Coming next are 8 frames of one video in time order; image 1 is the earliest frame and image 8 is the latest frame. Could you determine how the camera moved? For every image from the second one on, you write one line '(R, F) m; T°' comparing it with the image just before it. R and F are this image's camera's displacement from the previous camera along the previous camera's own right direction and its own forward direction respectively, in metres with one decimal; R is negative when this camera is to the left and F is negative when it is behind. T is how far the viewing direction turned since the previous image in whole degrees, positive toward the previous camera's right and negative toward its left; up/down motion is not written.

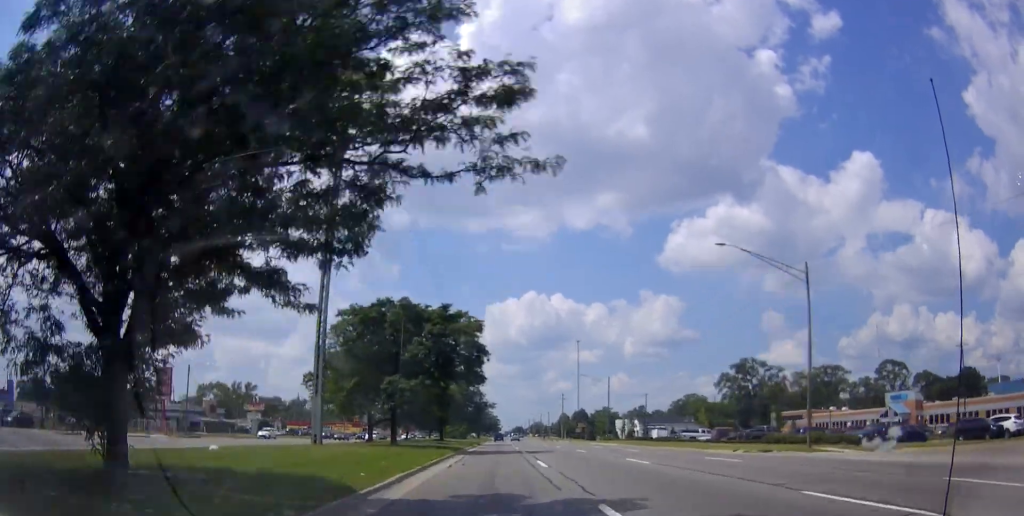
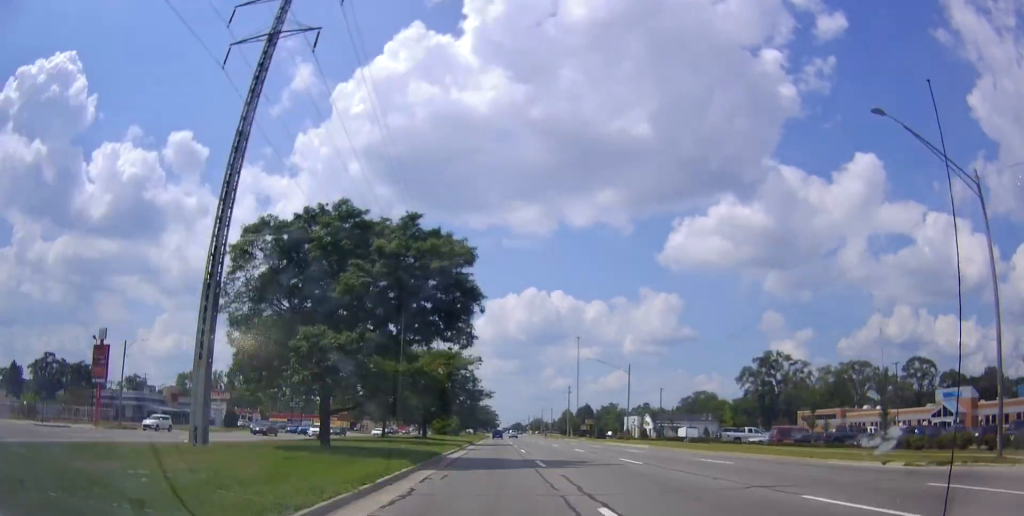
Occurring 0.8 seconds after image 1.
(-0.2, +15.3) m; -1°
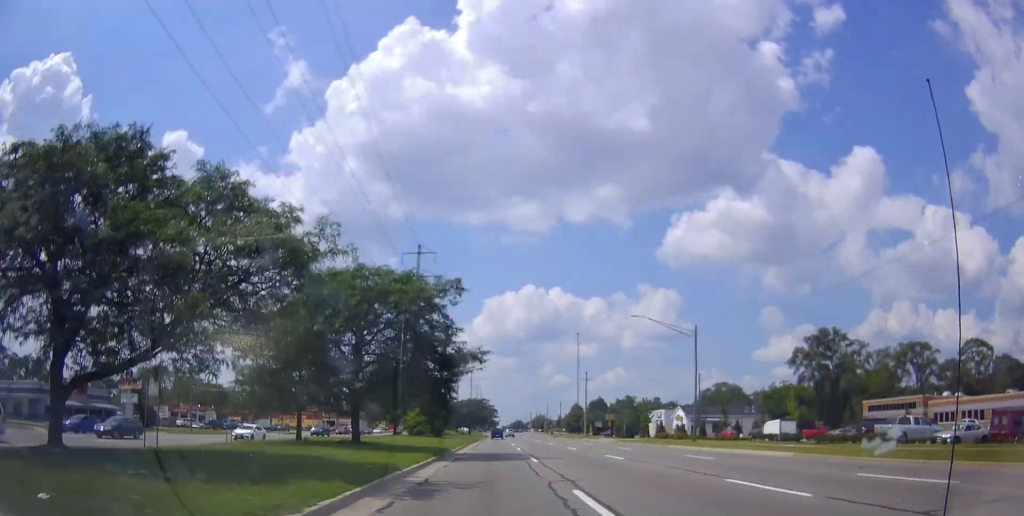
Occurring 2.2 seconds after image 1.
(0.0, +27.9) m; +1°
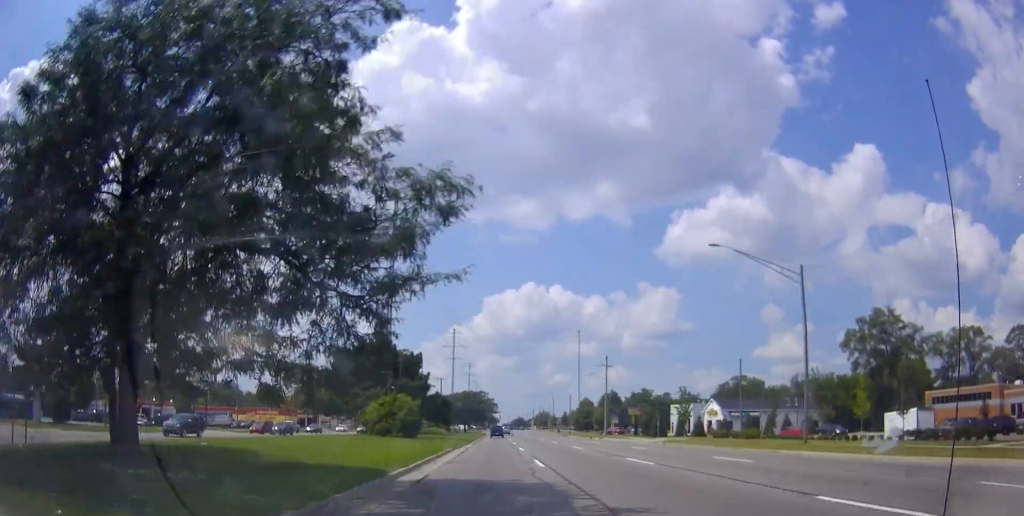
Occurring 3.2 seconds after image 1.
(+0.4, +19.8) m; +2°
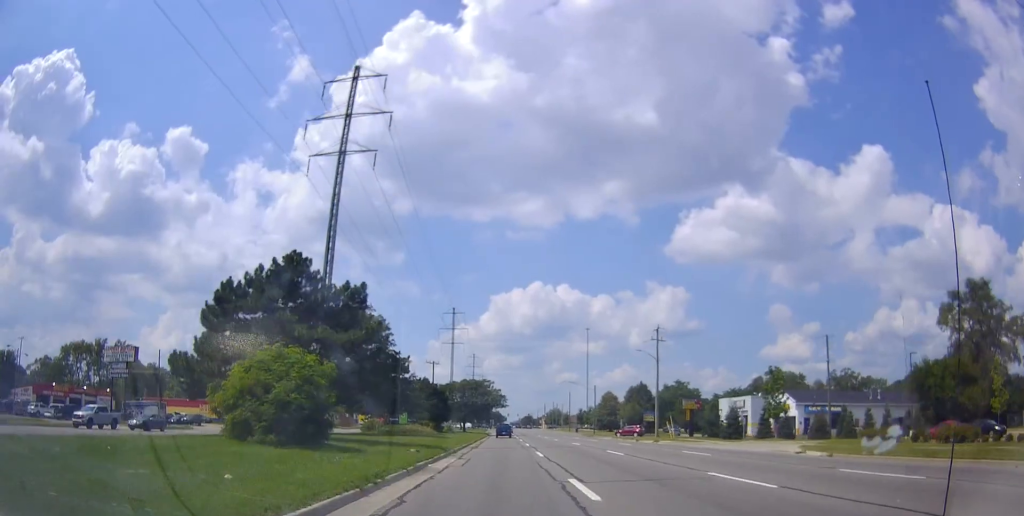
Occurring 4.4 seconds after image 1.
(+0.2, +25.0) m; -1°
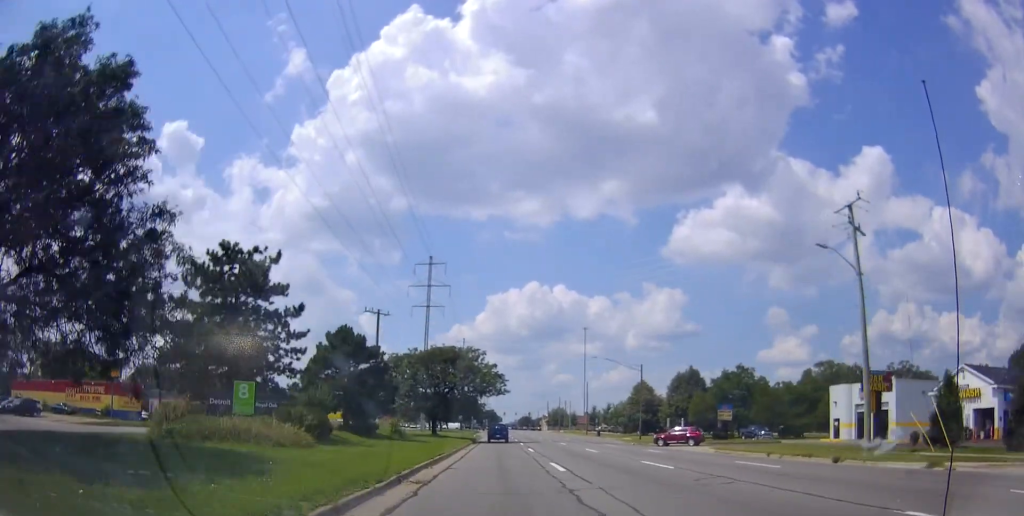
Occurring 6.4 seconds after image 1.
(-1.1, +38.7) m; -2°
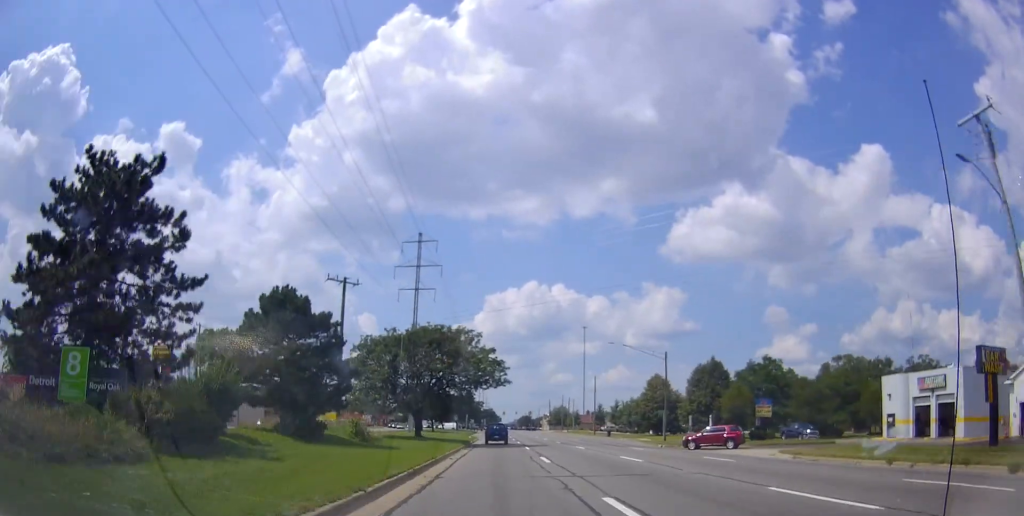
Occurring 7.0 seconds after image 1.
(0.0, +10.8) m; +1°
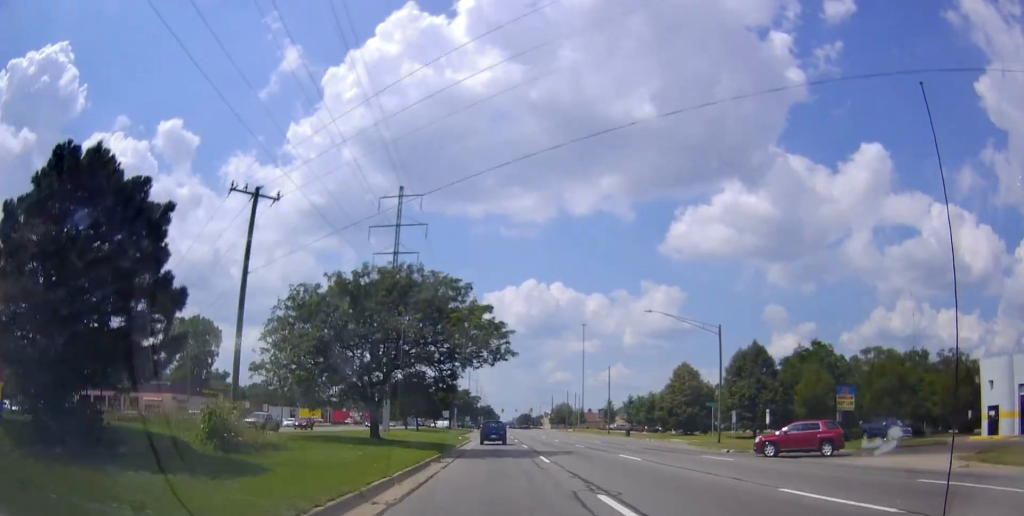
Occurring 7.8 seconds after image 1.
(+0.1, +15.8) m; +1°
